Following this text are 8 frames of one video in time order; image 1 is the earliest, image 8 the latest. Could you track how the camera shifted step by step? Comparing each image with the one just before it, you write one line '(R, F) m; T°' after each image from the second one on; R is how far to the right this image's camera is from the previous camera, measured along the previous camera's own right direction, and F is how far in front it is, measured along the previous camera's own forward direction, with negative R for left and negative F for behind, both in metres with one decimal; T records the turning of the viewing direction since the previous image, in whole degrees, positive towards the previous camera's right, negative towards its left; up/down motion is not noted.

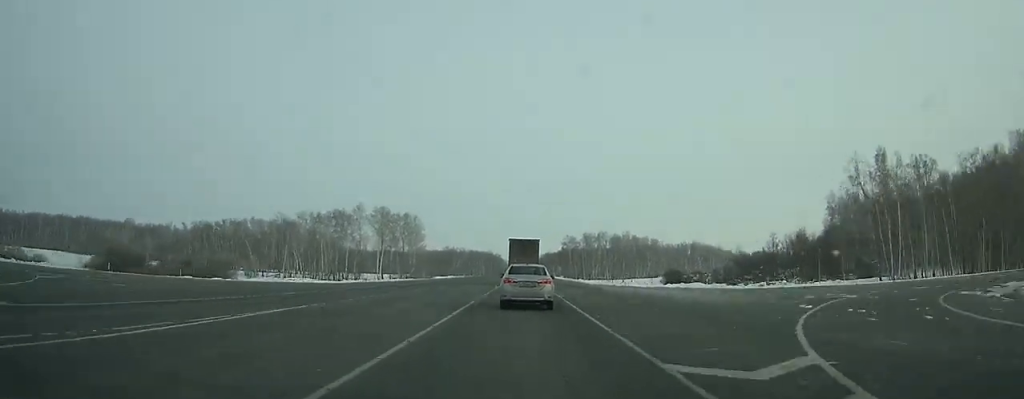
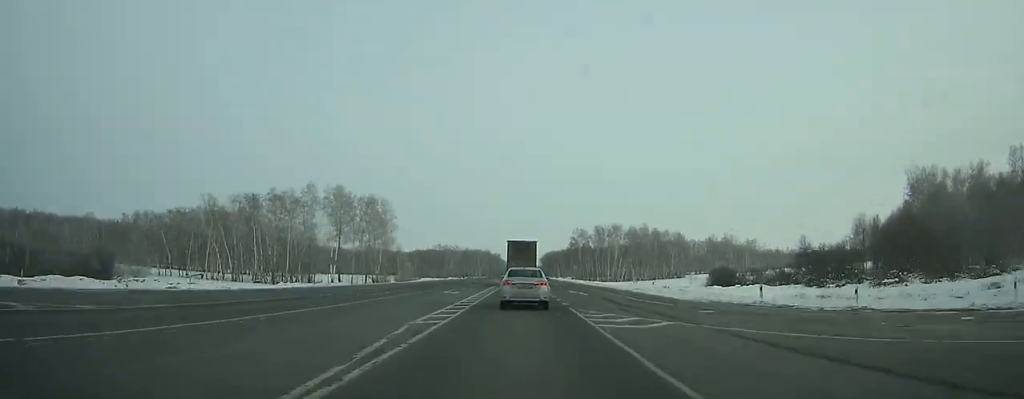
(0.0, +42.1) m; 0°
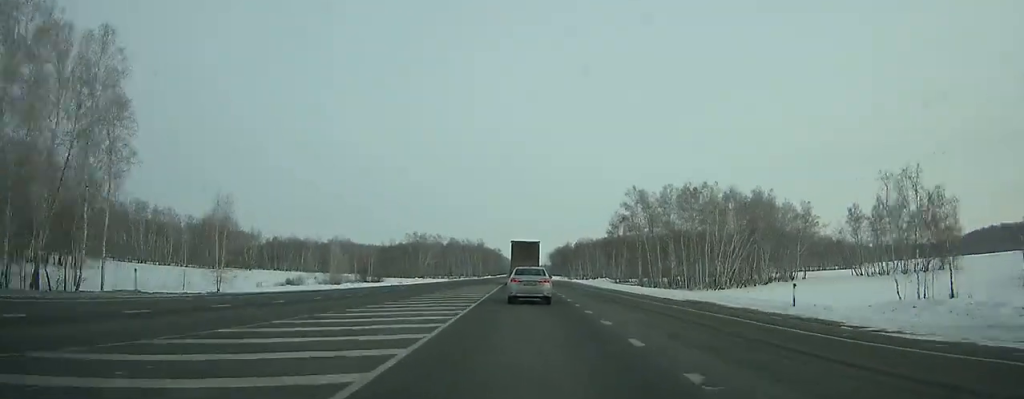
(-0.3, +101.4) m; 0°
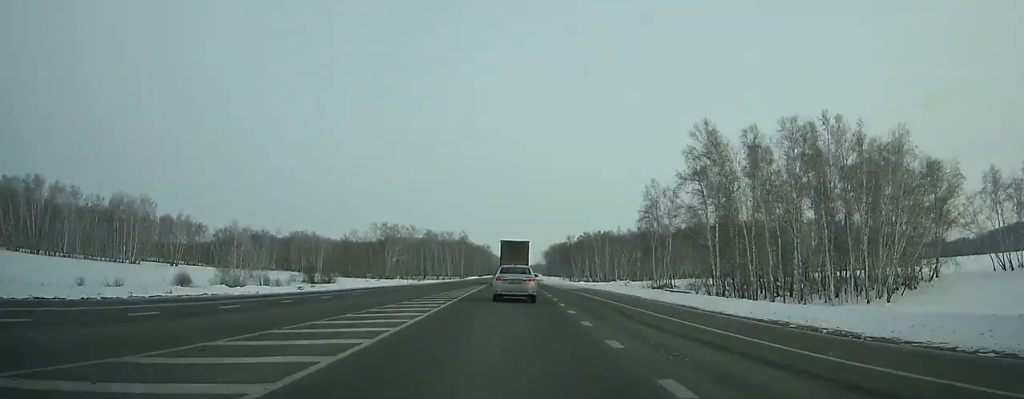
(+0.1, +47.4) m; 0°
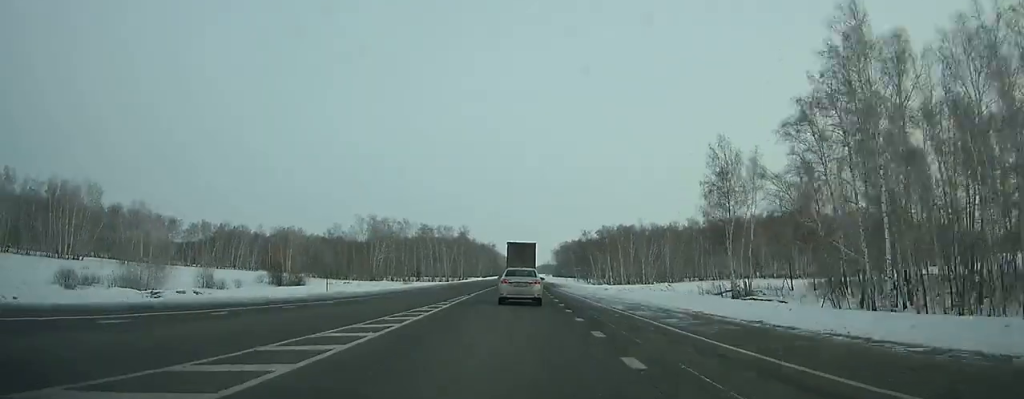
(+0.1, +30.3) m; 0°
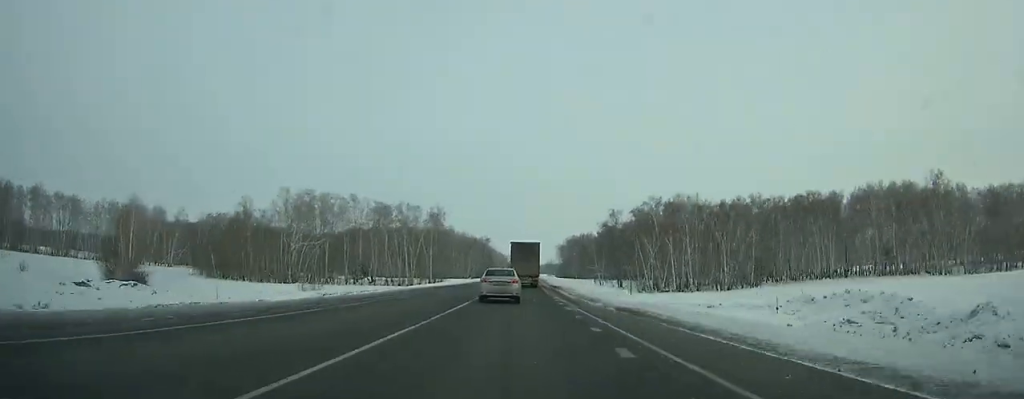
(-0.2, +63.5) m; 0°
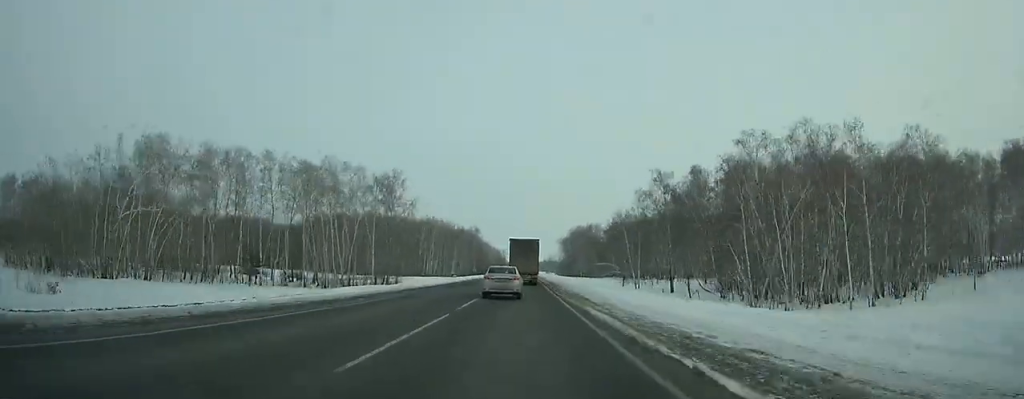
(+0.1, +48.5) m; 0°
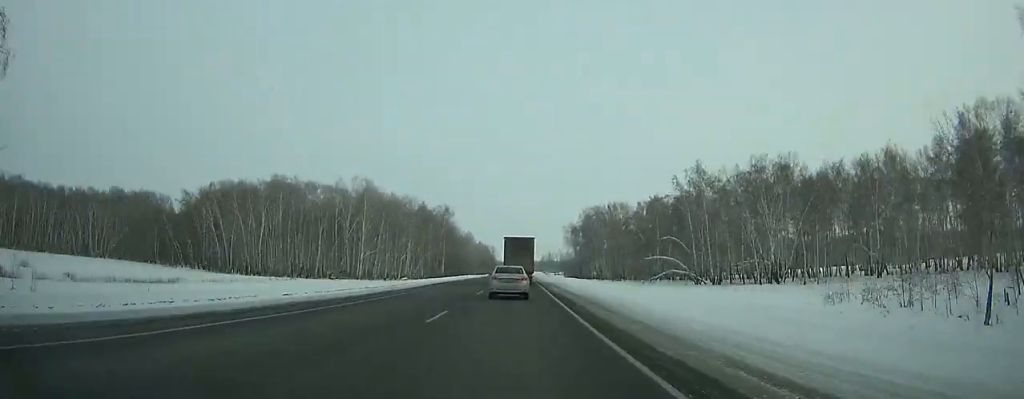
(+0.1, +86.5) m; 0°
